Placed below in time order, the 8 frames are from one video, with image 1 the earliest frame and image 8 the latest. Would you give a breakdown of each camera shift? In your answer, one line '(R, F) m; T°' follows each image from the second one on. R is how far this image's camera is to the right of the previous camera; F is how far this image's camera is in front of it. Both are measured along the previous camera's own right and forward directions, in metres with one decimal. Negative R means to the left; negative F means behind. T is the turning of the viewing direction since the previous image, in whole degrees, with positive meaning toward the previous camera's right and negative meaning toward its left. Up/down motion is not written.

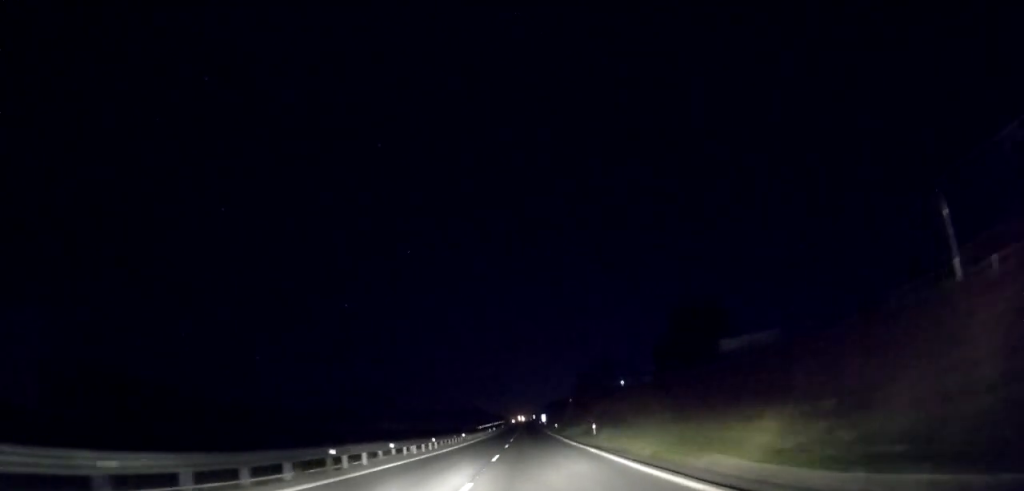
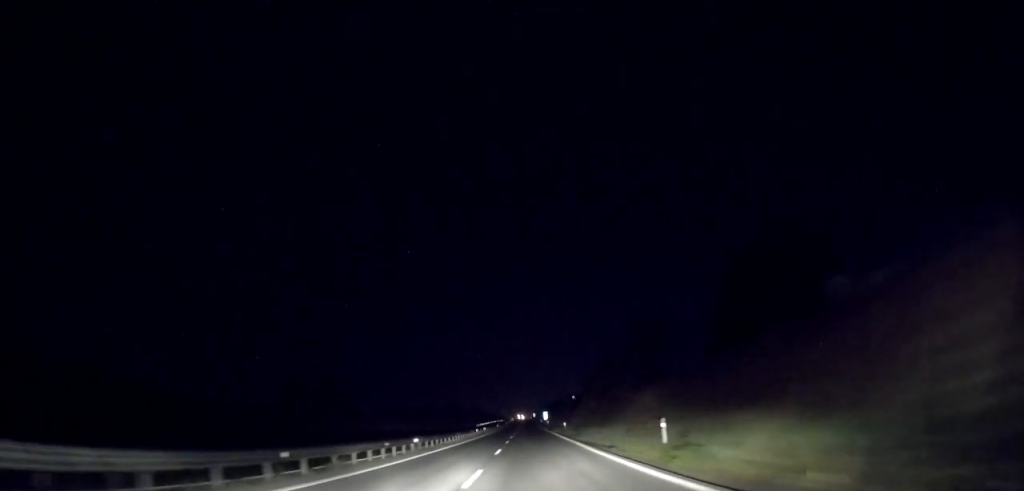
(-0.1, +21.2) m; 0°
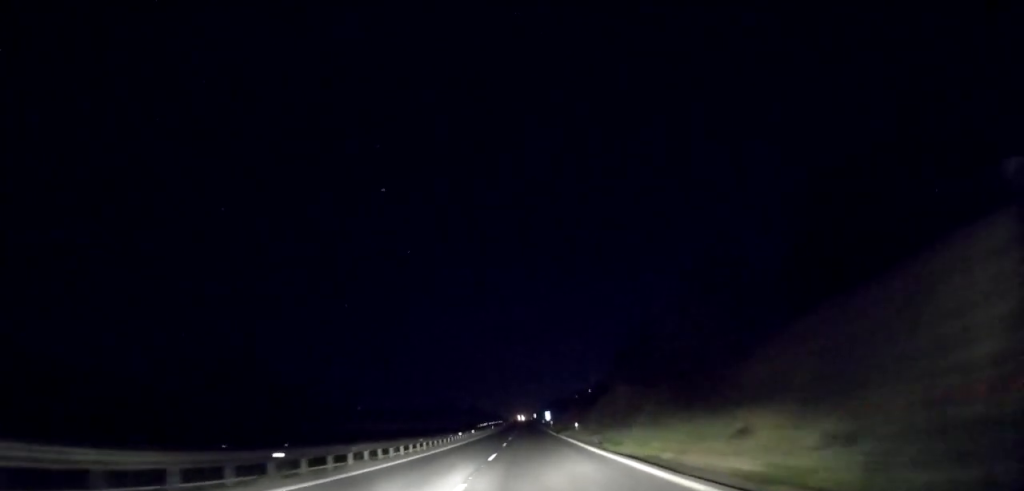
(+0.3, +16.2) m; 0°
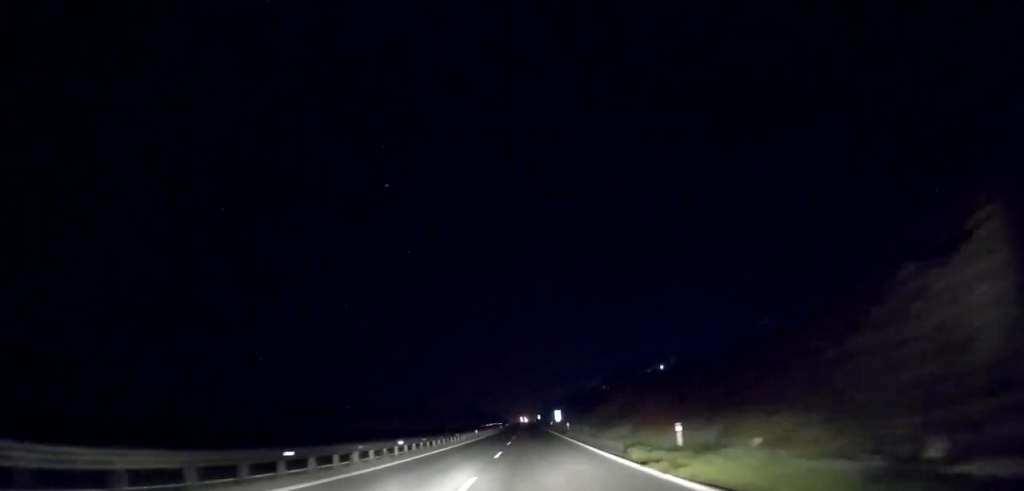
(-0.3, +35.8) m; -1°
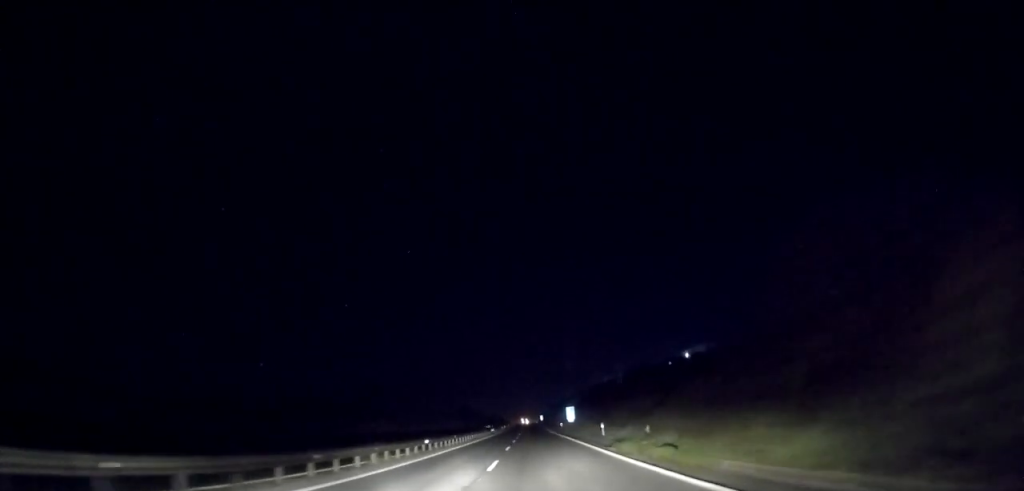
(0.0, +30.4) m; 0°
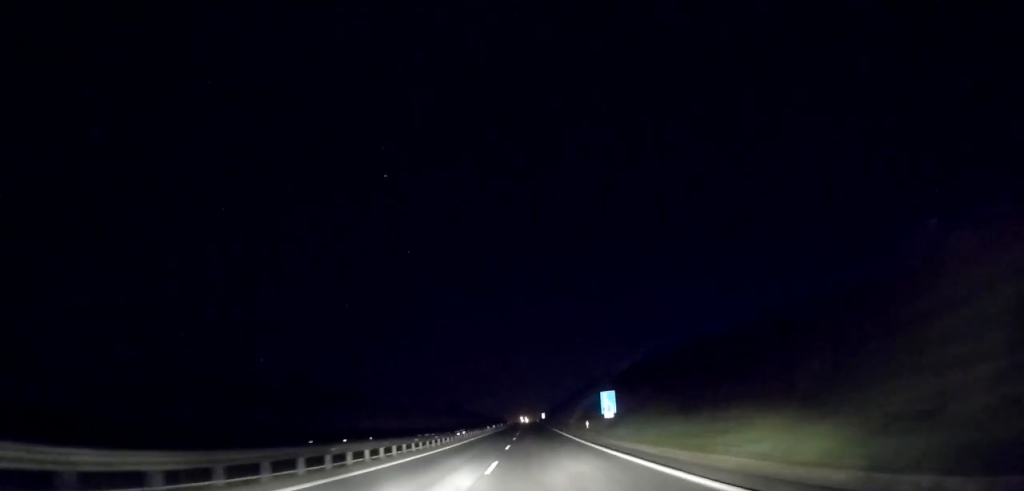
(0.0, +39.1) m; 0°
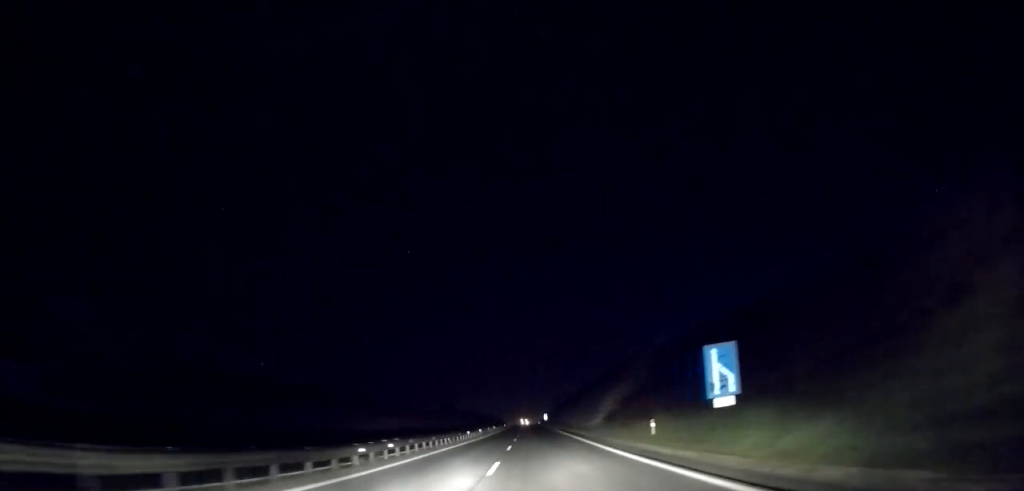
(0.0, +25.7) m; 0°
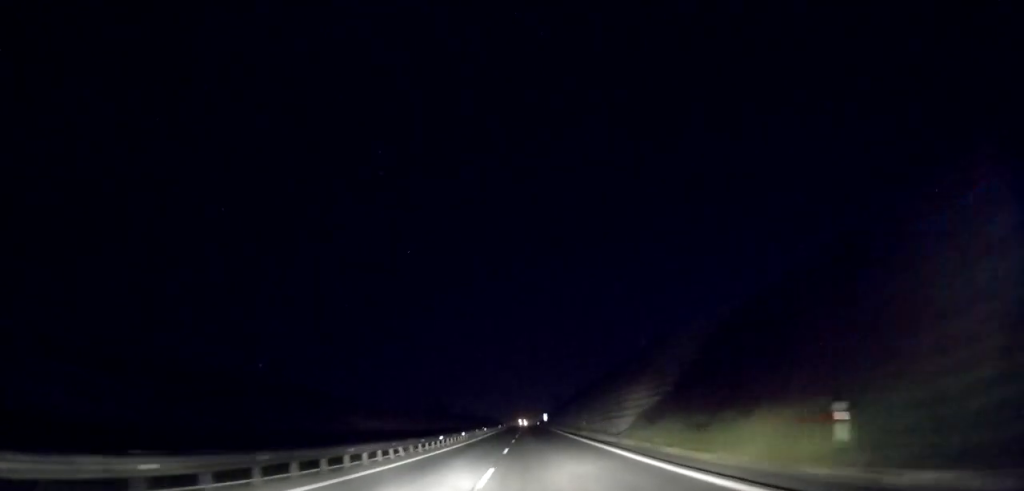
(-0.1, +14.8) m; 0°
